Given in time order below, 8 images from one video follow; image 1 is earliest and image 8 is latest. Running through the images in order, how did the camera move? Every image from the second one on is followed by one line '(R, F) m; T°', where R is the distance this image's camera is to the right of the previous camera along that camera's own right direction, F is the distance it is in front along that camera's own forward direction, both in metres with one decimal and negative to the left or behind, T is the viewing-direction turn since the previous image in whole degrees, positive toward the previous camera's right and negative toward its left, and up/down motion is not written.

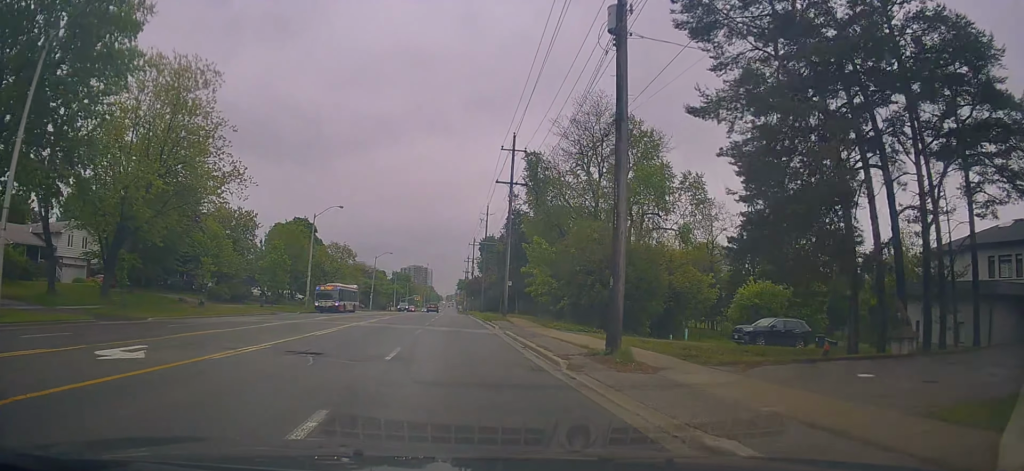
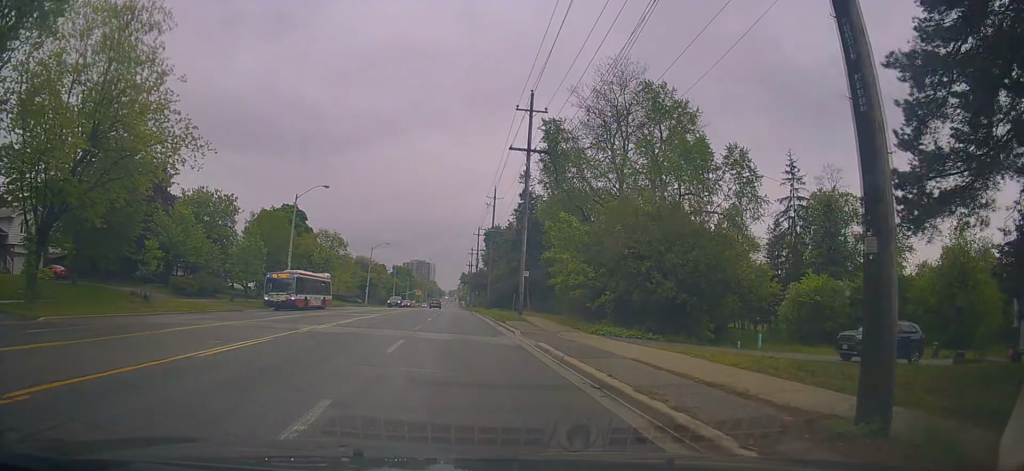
(0.0, +9.3) m; 0°
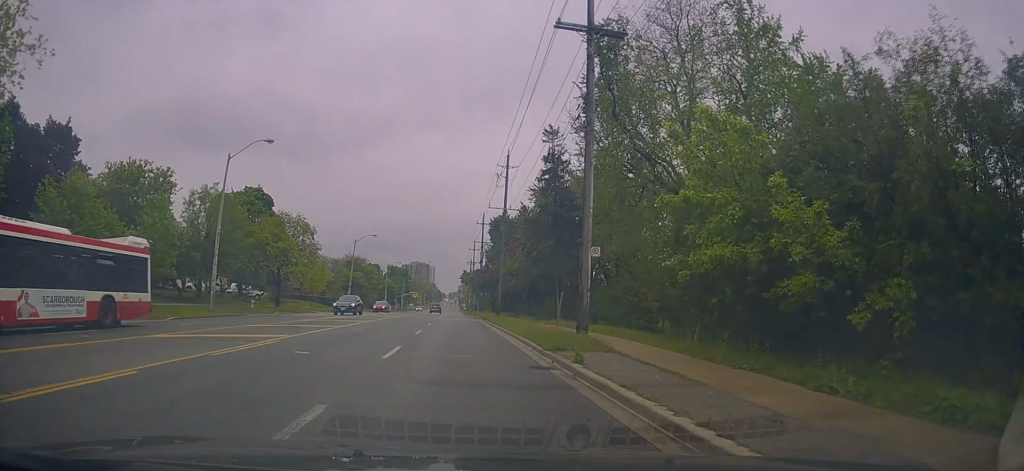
(-0.1, +17.3) m; +1°
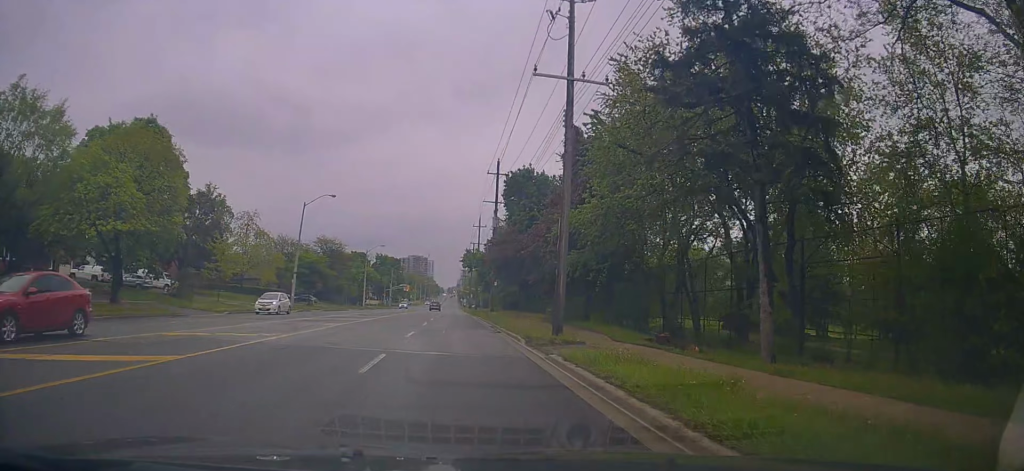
(0.0, +29.3) m; -1°
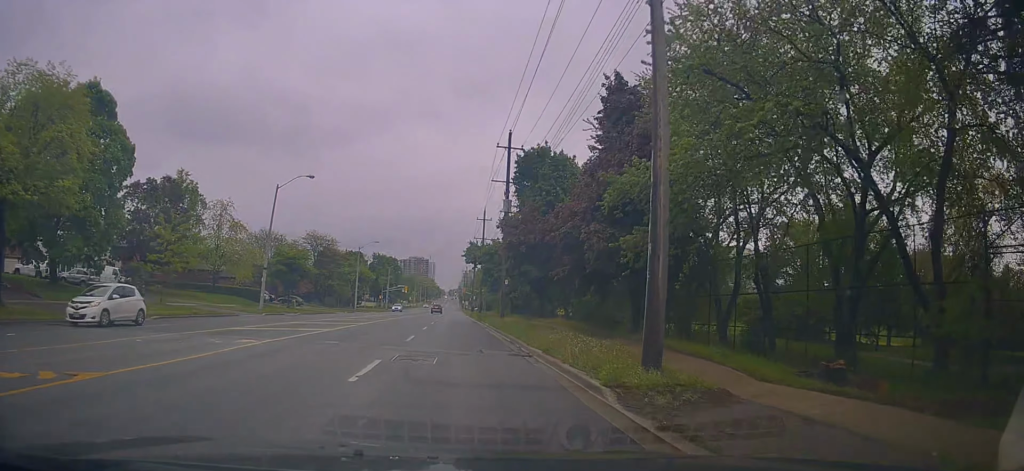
(-0.1, +9.6) m; 0°
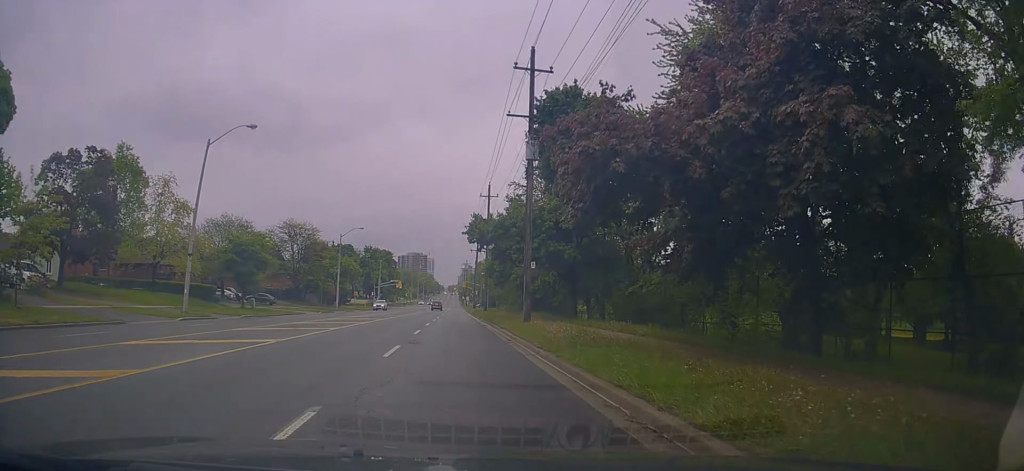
(+0.2, +13.8) m; +1°
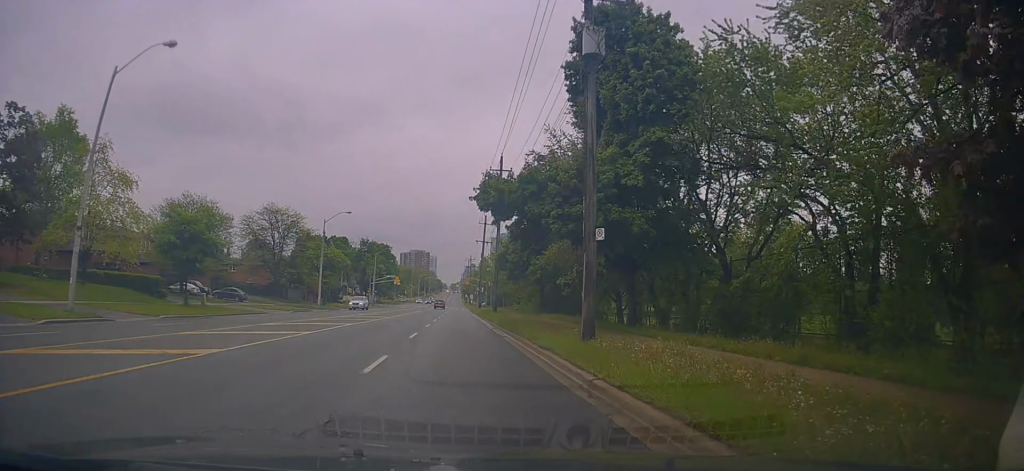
(+0.1, +12.1) m; -1°
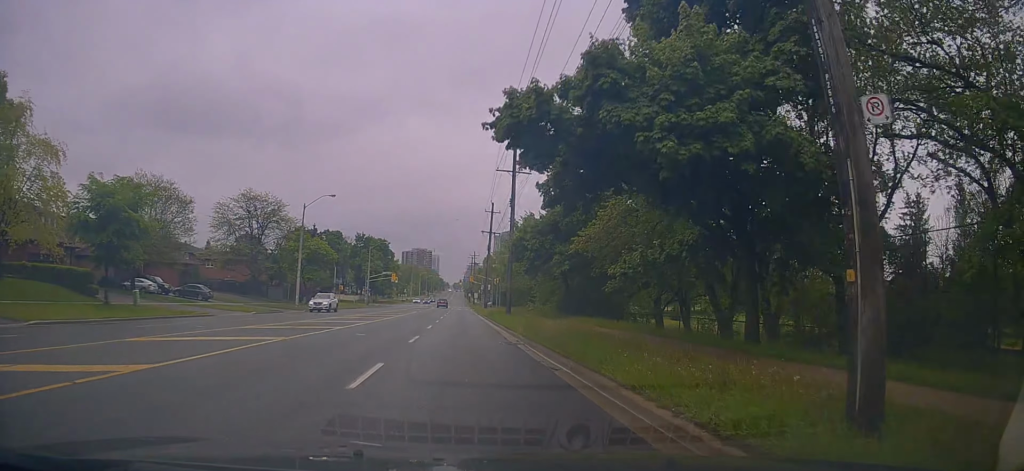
(-0.2, +10.2) m; 0°
